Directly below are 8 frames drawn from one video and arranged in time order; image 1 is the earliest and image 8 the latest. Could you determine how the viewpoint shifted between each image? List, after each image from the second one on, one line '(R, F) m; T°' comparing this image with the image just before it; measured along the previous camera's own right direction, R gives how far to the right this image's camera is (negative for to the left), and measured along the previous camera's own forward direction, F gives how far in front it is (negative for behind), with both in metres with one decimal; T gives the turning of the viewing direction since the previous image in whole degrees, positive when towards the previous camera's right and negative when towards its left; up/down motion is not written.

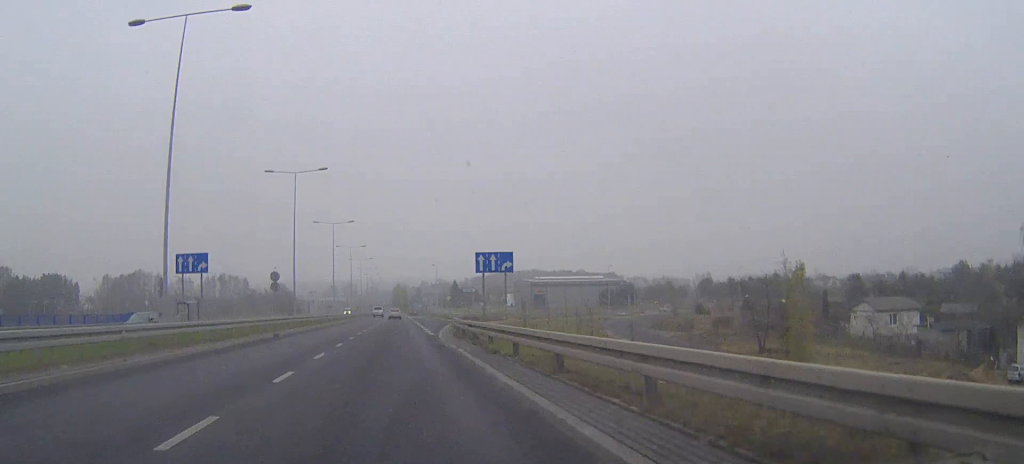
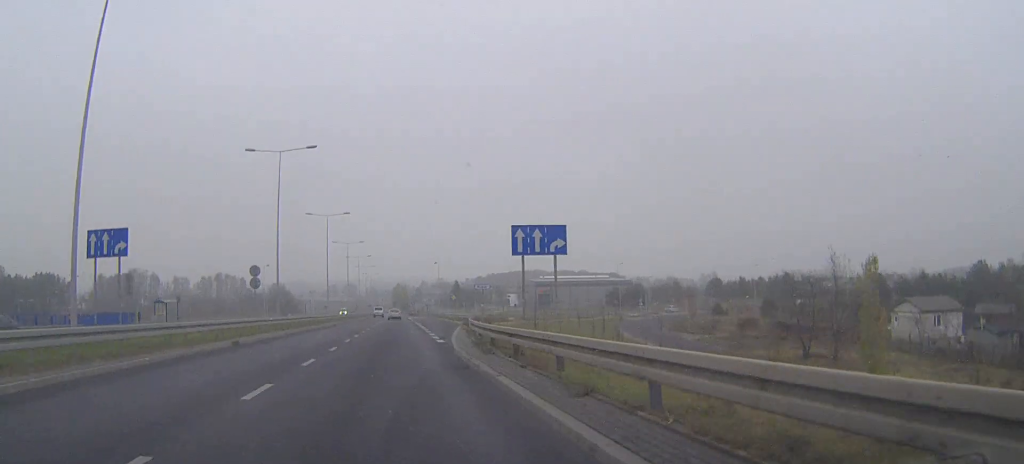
(0.0, +8.3) m; 0°
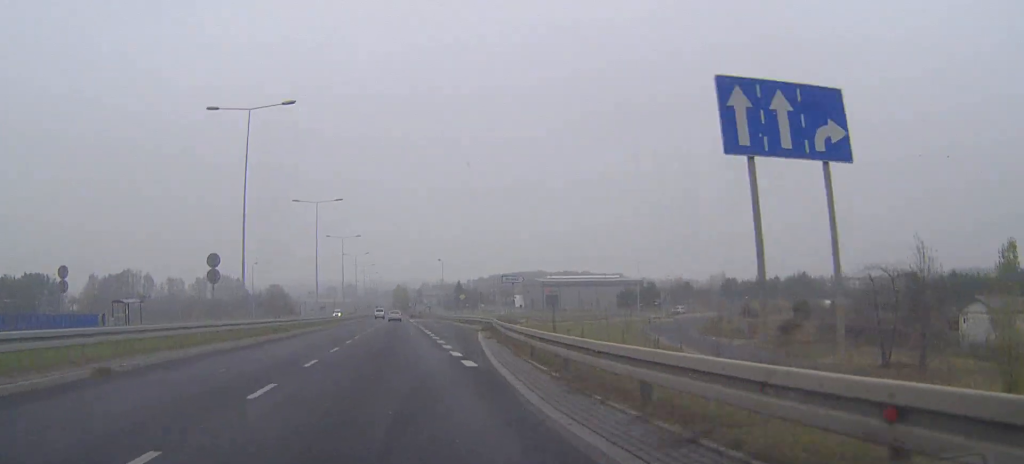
(0.0, +11.6) m; 0°
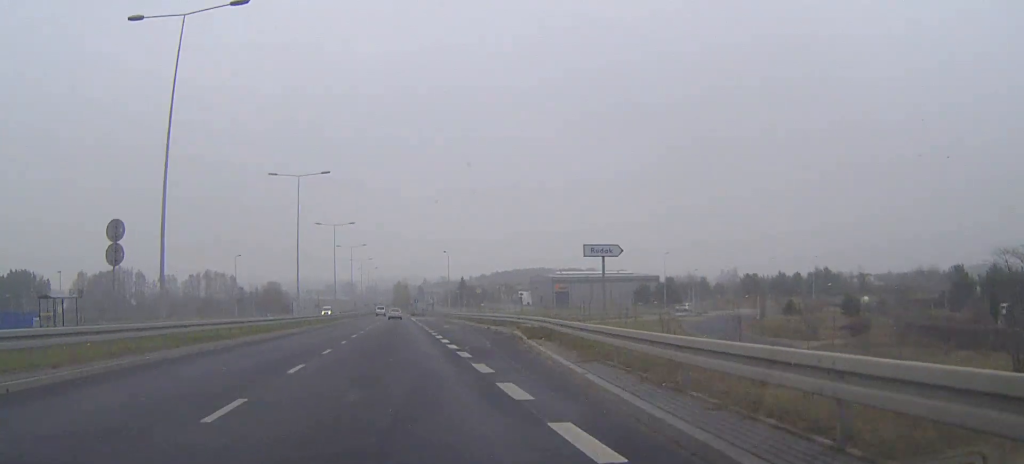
(0.0, +14.9) m; 0°
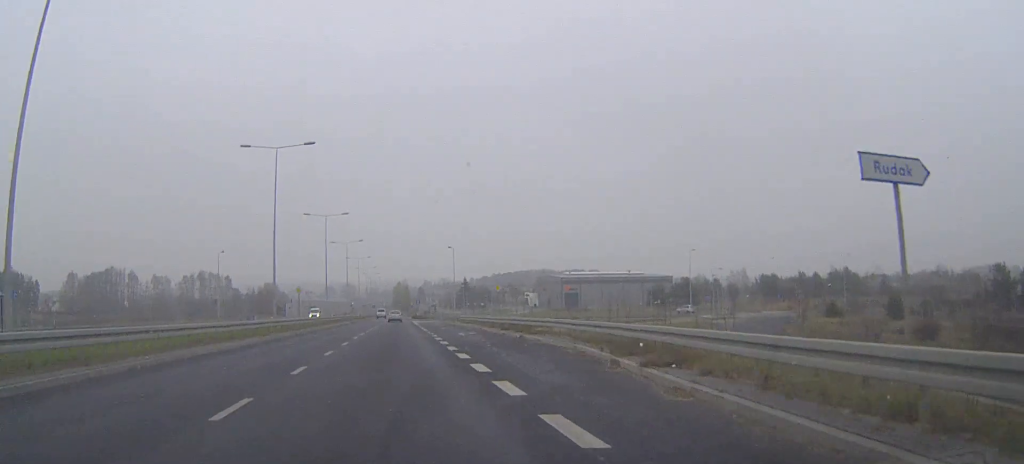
(0.0, +11.5) m; 0°
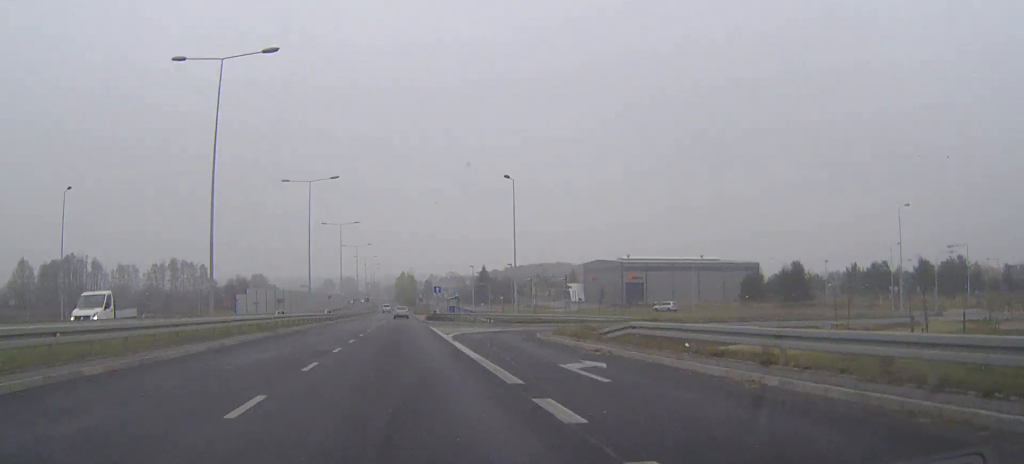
(-0.1, +53.8) m; 0°
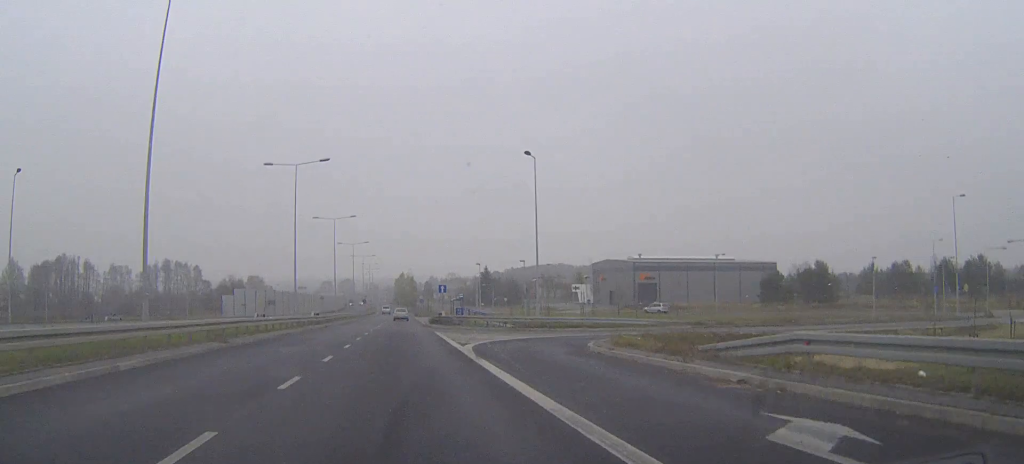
(0.0, +9.0) m; 0°
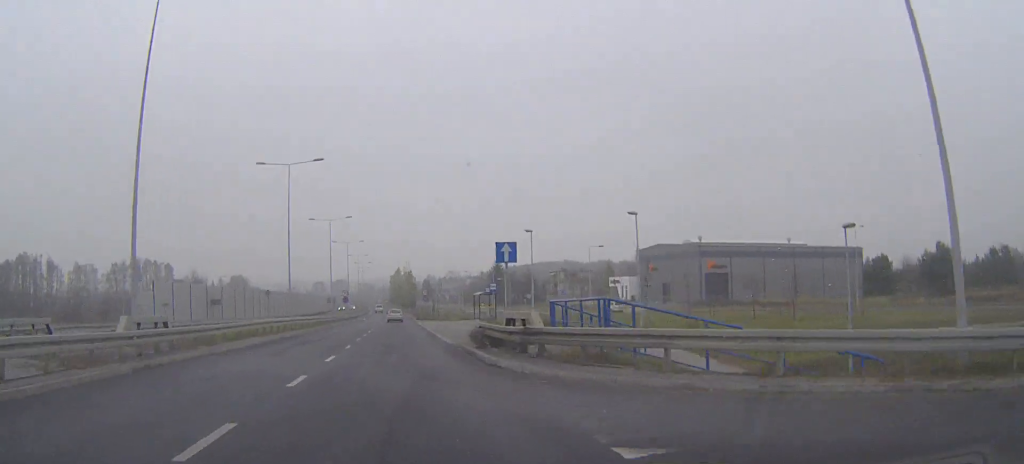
(+0.1, +35.0) m; 0°
